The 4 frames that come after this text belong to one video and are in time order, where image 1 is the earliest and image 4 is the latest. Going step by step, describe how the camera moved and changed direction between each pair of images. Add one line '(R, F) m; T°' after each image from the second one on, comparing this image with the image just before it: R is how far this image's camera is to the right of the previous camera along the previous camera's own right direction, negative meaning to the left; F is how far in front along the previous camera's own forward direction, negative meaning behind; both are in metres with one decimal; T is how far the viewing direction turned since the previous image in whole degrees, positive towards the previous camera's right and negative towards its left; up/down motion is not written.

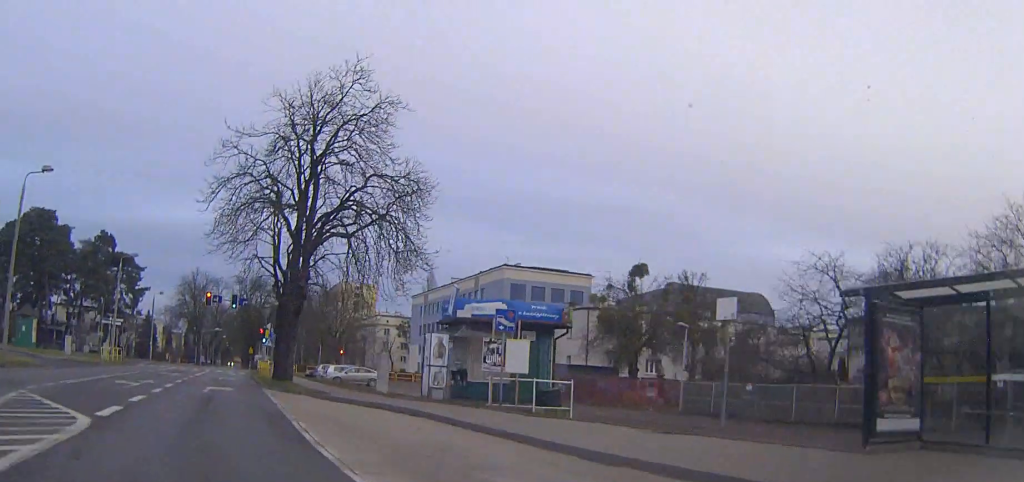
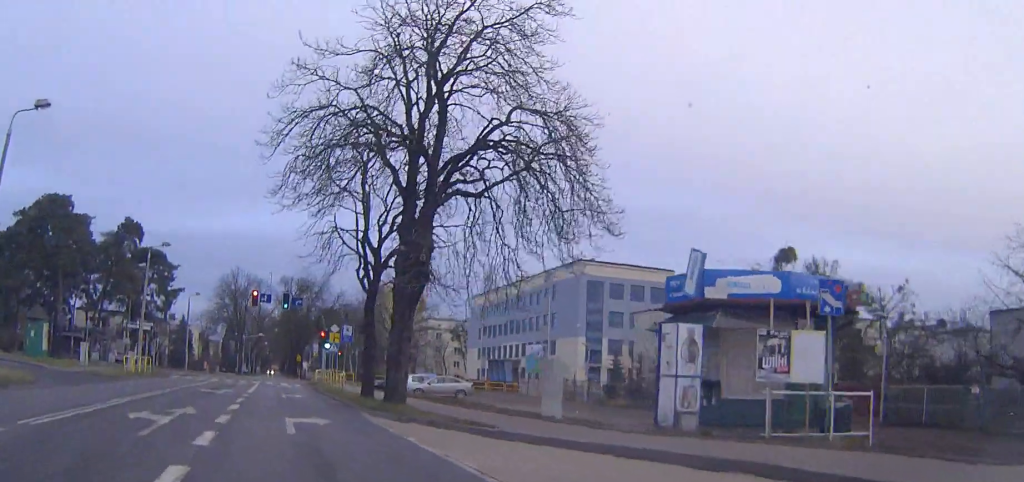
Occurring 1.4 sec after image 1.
(-0.2, +10.1) m; -2°
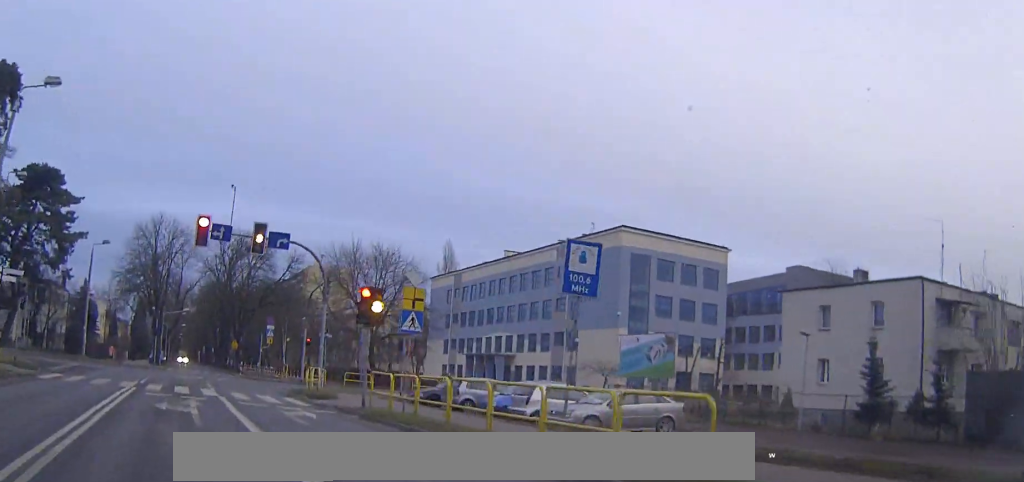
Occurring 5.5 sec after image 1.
(+1.1, +28.0) m; +6°
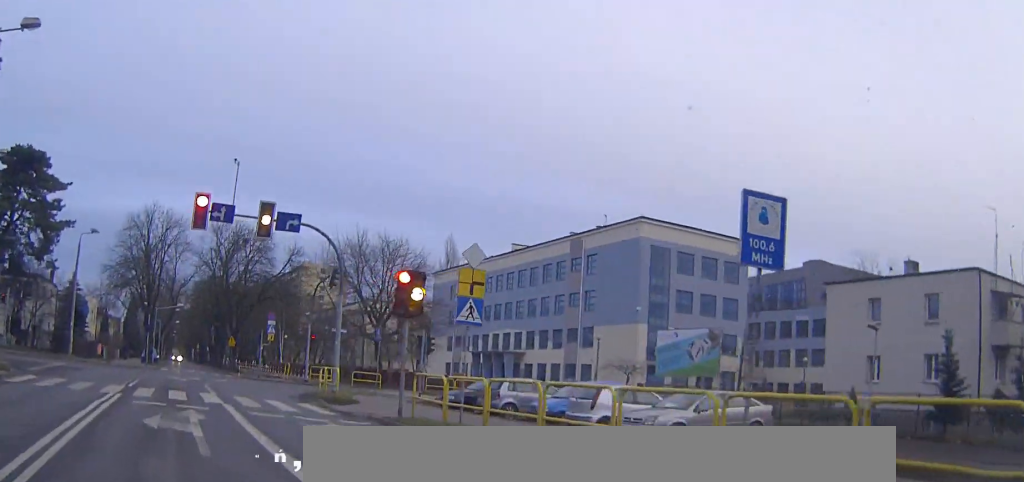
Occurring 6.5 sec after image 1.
(0.0, +4.8) m; 0°
